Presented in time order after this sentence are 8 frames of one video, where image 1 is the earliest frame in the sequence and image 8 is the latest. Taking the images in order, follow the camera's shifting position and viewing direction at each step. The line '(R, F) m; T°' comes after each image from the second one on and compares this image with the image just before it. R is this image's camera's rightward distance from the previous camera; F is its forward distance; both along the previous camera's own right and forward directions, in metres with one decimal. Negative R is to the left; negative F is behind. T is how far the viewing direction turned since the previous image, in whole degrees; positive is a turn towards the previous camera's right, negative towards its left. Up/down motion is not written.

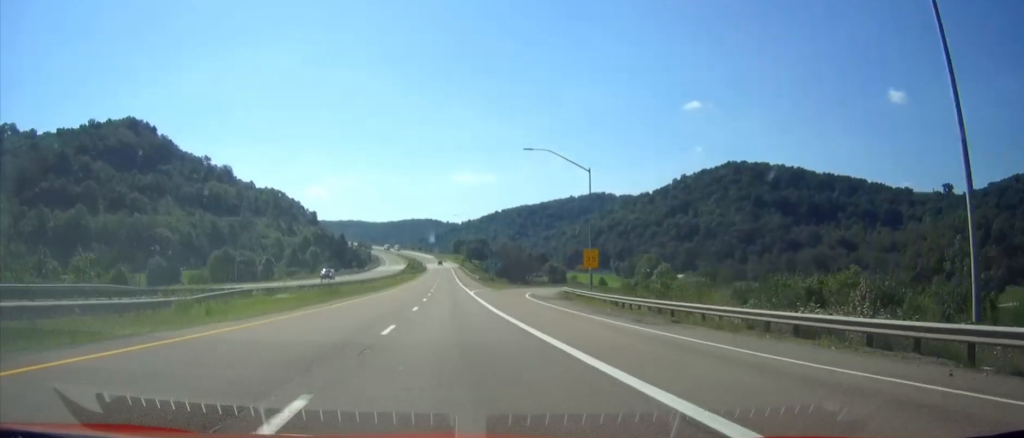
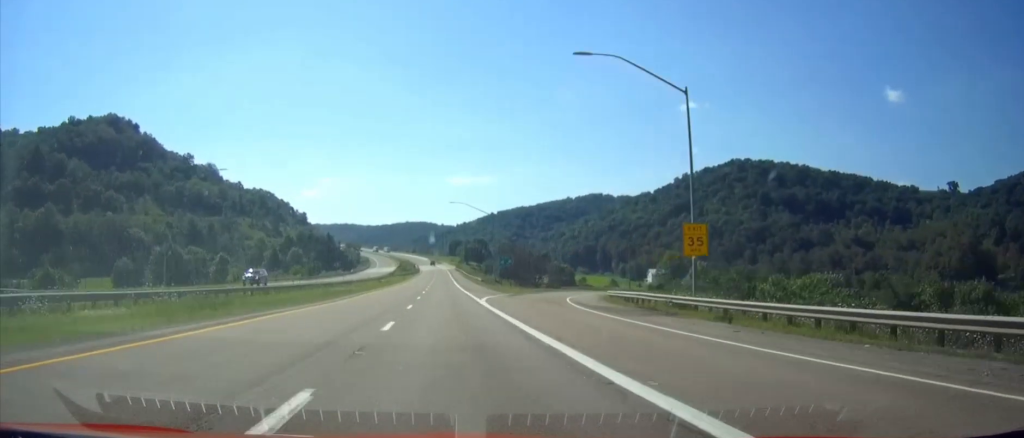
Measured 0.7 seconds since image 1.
(0.0, +25.0) m; 0°
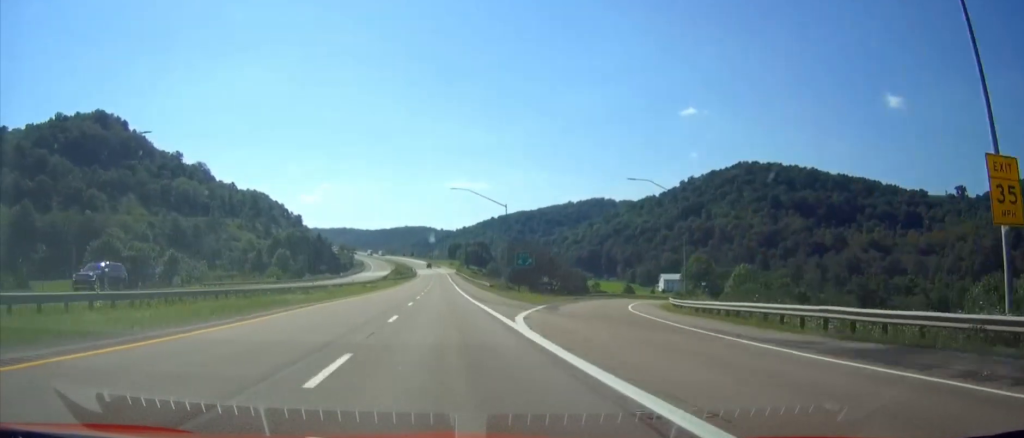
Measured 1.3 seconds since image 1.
(0.0, +20.5) m; 0°
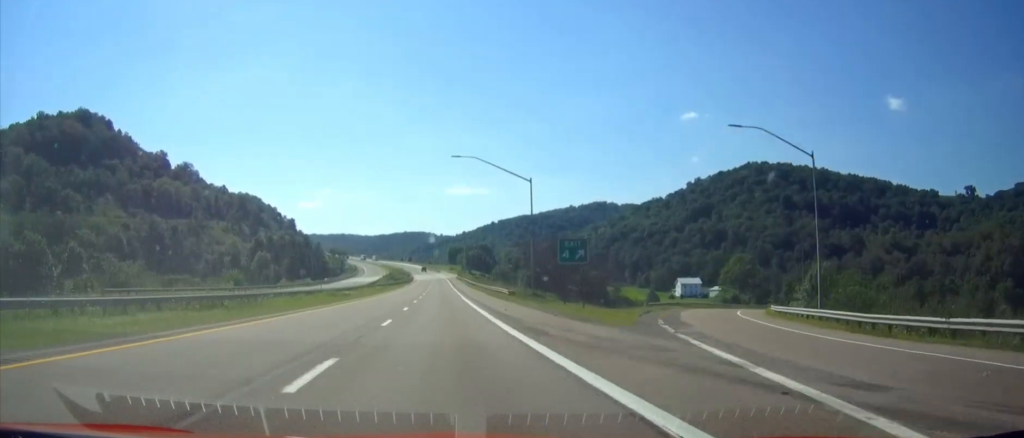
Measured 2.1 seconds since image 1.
(0.0, +25.2) m; 0°
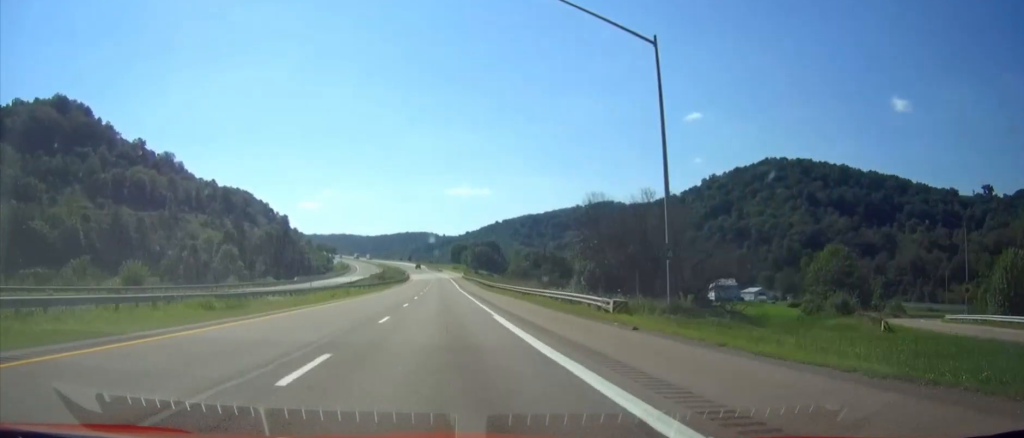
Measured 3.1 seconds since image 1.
(-0.1, +36.9) m; 0°
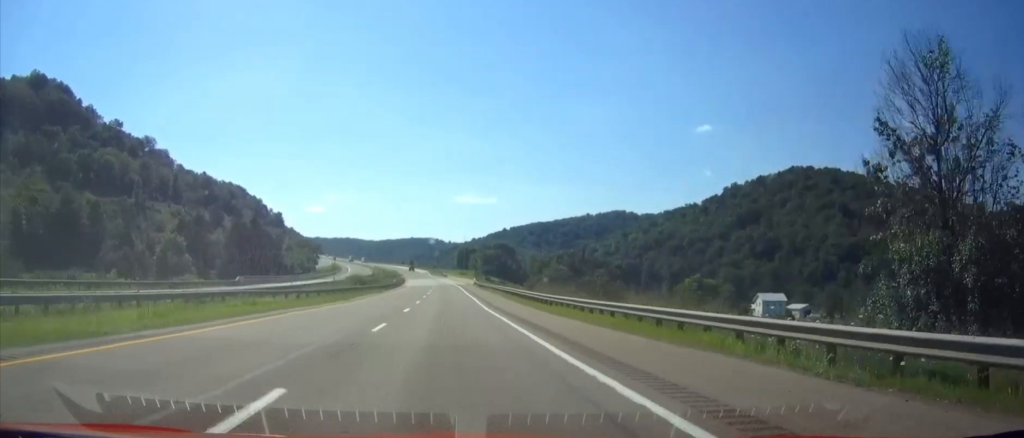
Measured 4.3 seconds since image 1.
(-0.2, +40.4) m; 0°
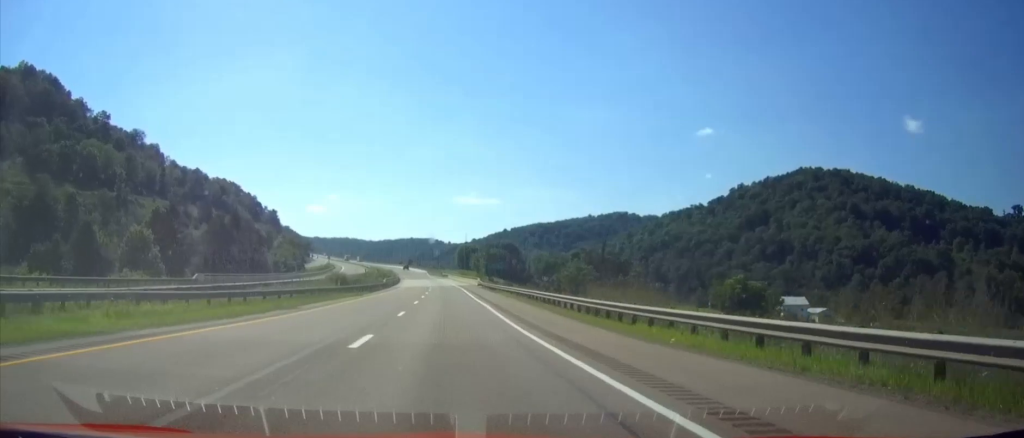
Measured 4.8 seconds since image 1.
(0.0, +16.1) m; 0°
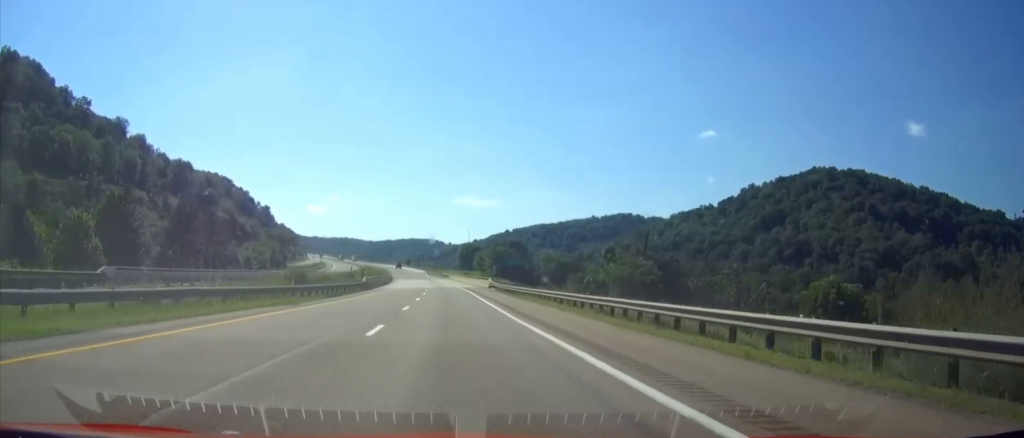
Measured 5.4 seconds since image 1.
(0.0, +23.0) m; 0°
